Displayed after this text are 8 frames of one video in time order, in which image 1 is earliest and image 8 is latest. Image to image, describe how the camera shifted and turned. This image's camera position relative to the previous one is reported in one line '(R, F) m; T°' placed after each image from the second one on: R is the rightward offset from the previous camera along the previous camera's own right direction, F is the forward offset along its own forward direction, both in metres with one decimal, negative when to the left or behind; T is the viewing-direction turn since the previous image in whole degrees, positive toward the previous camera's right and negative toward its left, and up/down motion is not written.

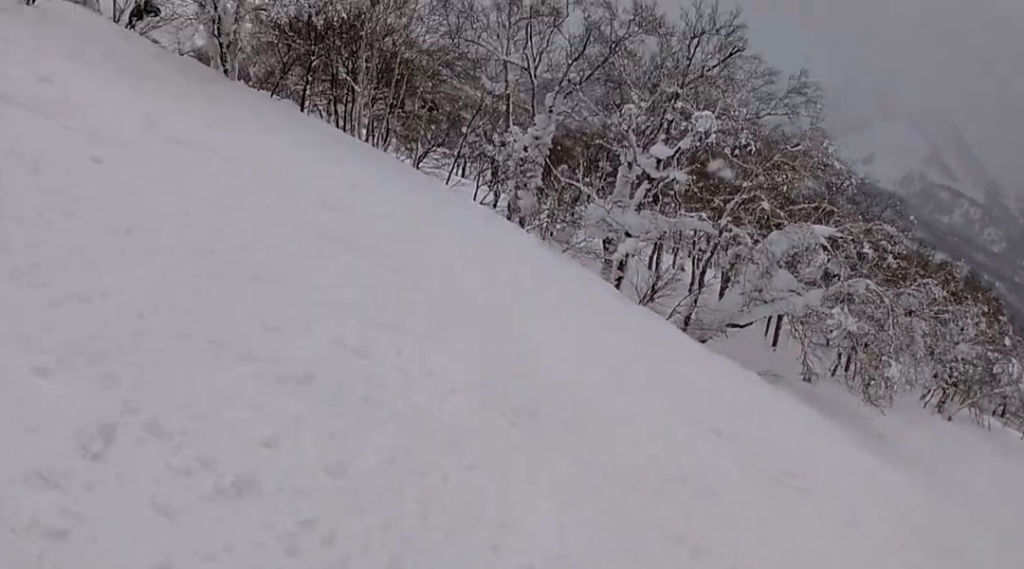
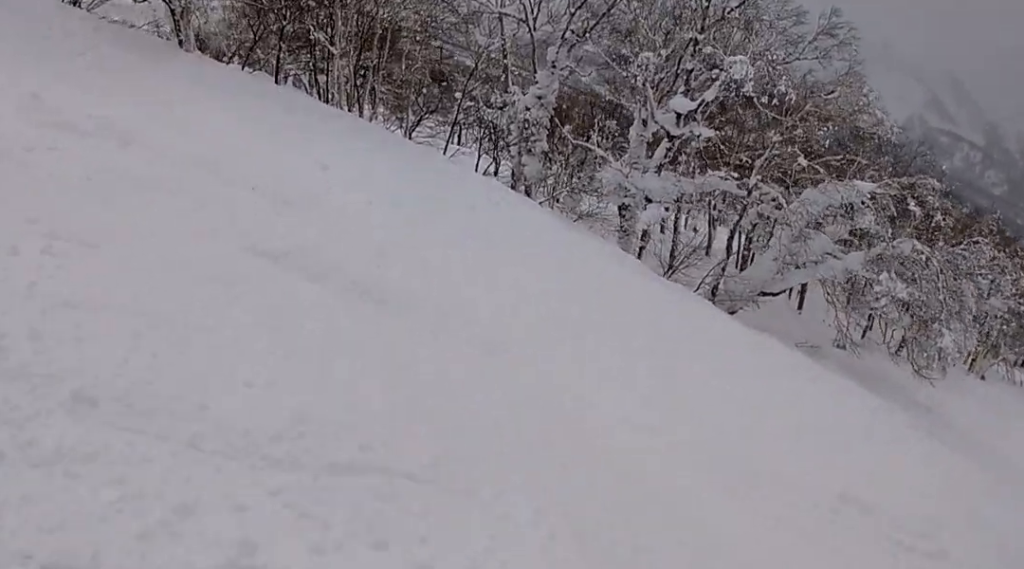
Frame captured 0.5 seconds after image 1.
(+0.2, +2.3) m; 0°
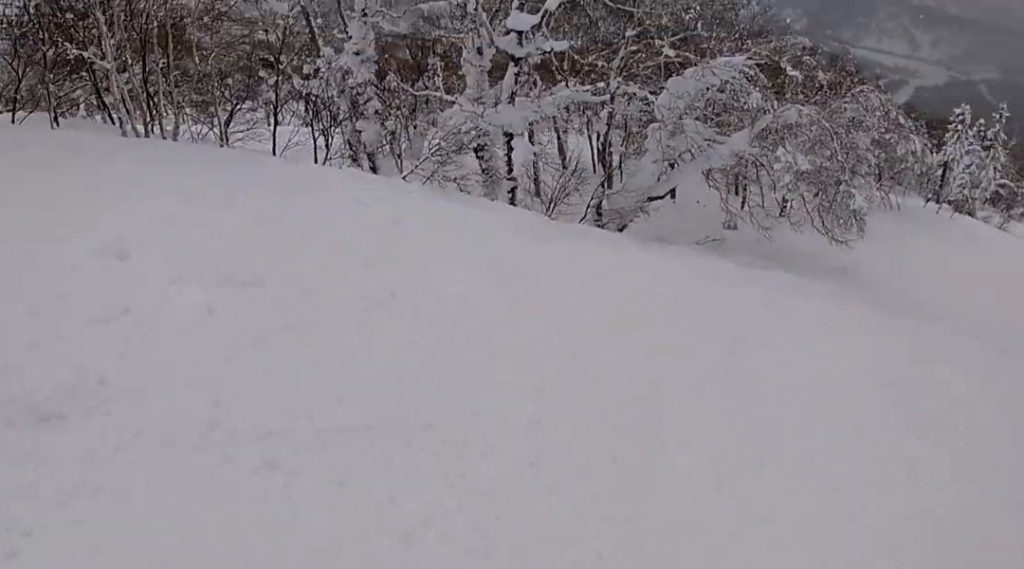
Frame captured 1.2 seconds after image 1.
(-0.1, +3.2) m; +14°
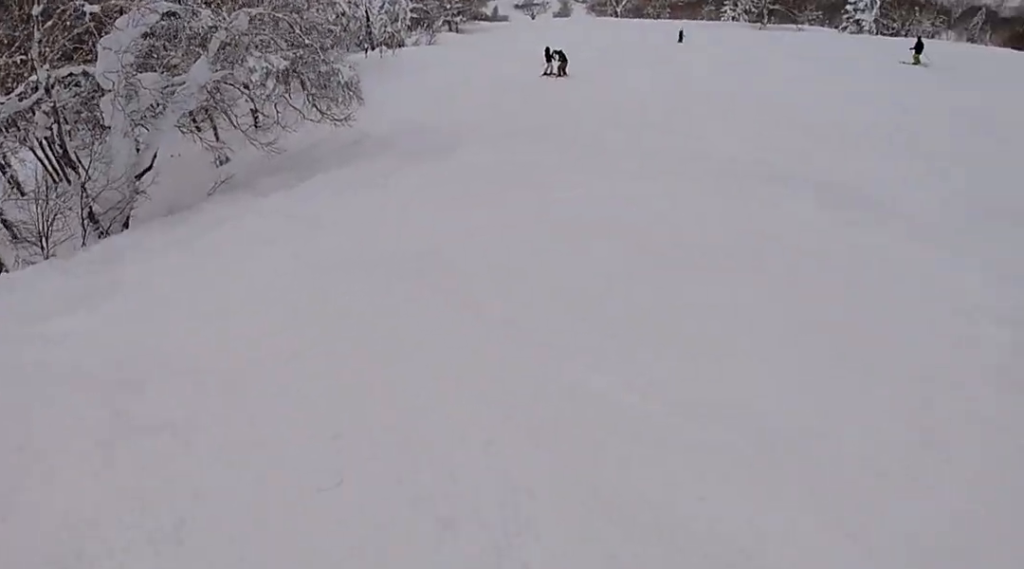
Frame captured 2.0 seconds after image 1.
(-0.1, +2.8) m; +27°
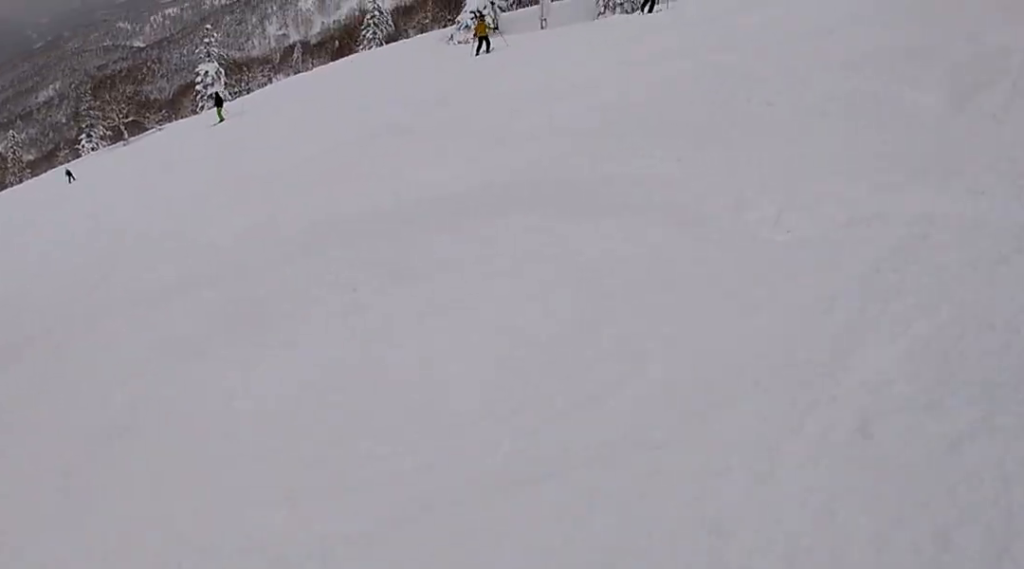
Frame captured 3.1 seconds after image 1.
(+2.7, +4.8) m; +43°
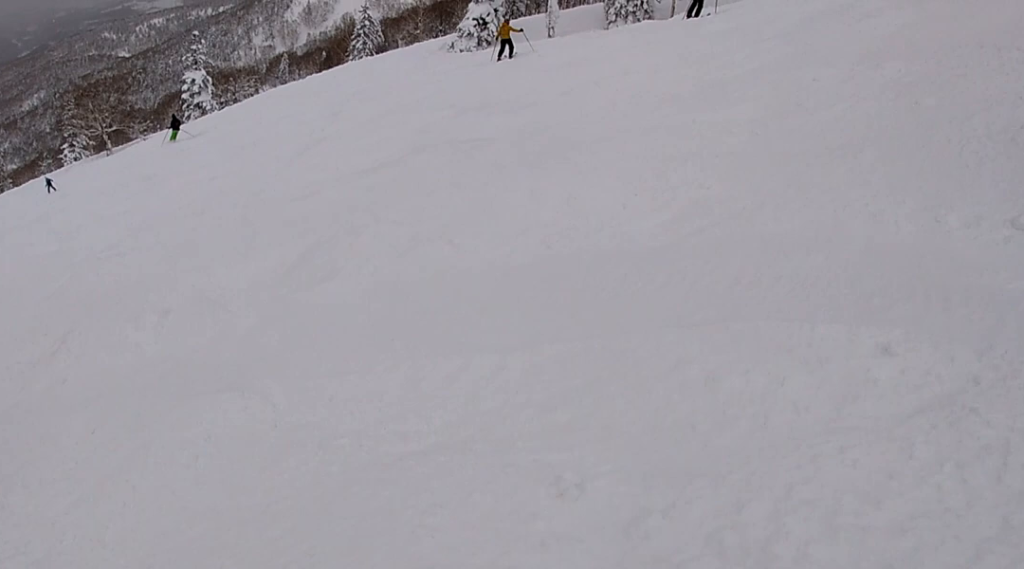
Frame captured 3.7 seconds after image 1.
(-0.1, +2.6) m; +16°
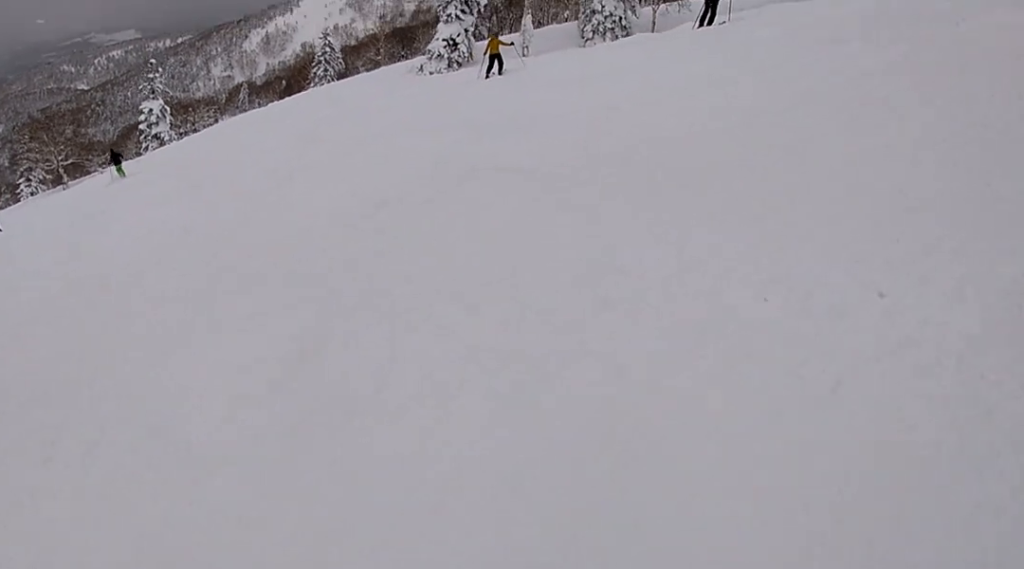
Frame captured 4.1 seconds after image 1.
(+0.5, +2.4) m; +6°
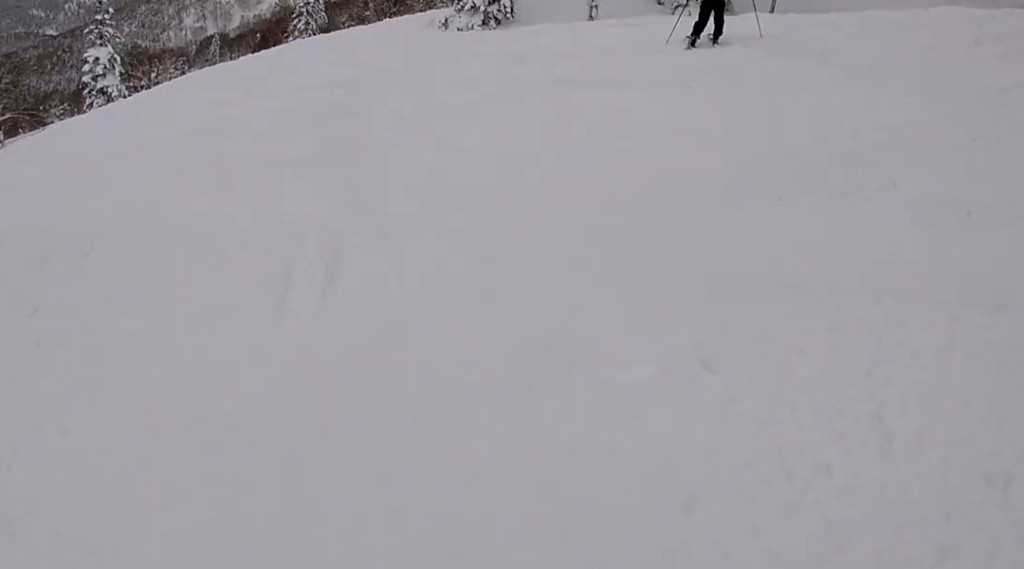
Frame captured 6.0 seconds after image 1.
(+0.9, +10.2) m; +15°
